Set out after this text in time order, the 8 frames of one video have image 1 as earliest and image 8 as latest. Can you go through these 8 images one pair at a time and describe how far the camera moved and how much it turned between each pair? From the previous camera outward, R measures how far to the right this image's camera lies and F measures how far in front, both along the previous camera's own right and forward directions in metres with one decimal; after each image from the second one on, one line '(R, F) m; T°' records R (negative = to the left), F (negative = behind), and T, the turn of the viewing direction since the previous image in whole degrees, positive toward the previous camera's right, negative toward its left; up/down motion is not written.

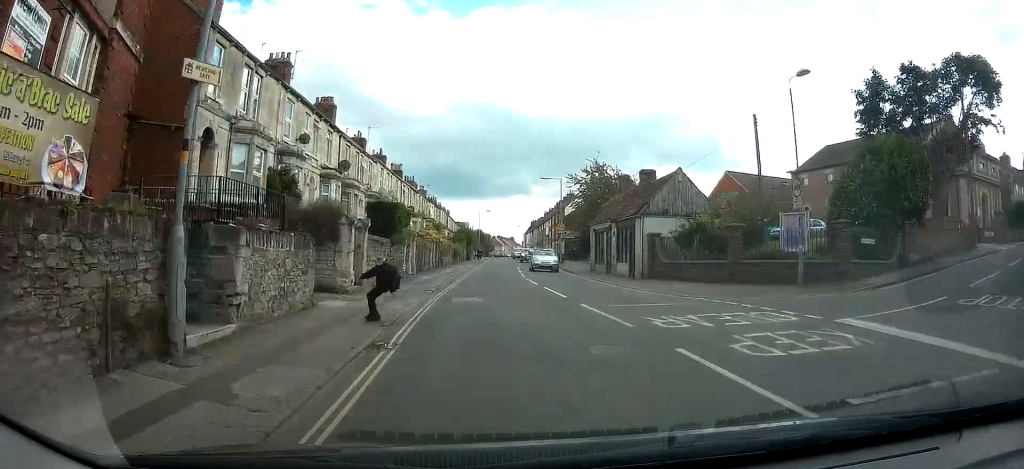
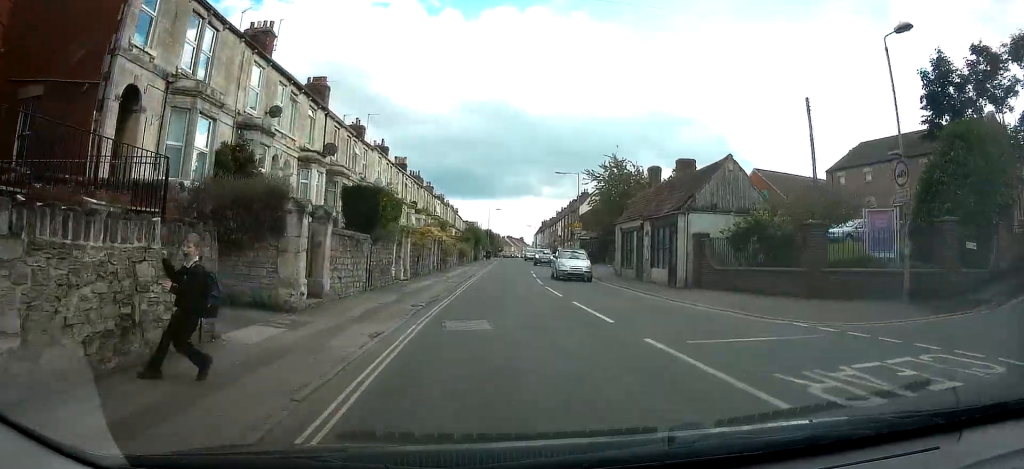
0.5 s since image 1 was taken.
(-0.1, +4.8) m; 0°
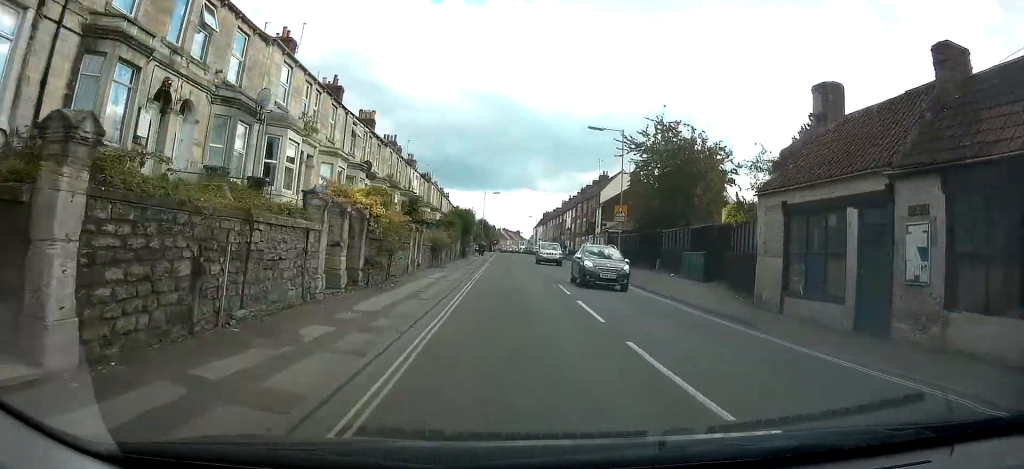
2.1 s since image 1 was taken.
(+0.6, +19.0) m; +2°
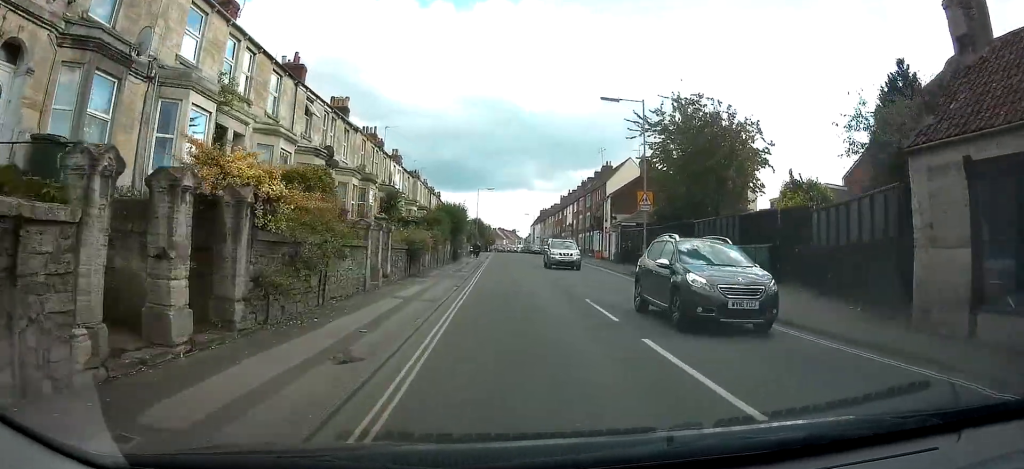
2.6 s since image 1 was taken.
(0.0, +6.6) m; 0°
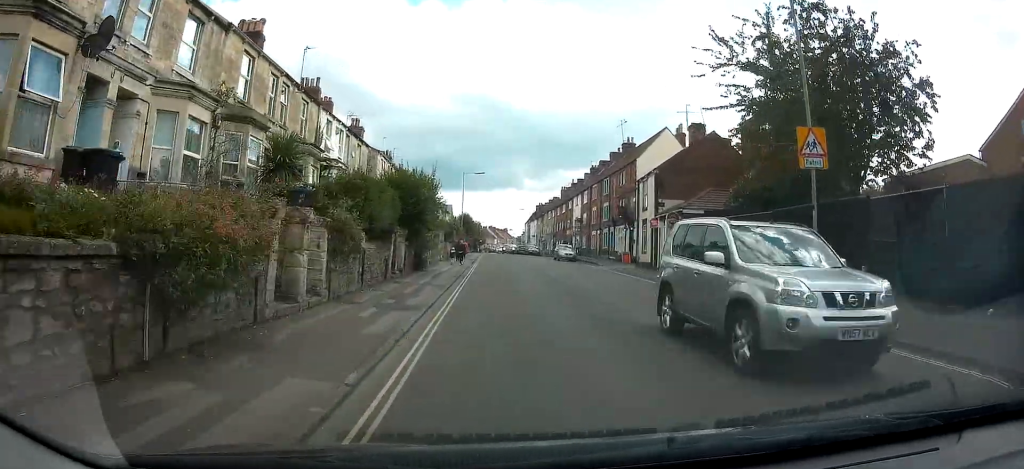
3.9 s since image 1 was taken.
(-0.1, +16.0) m; 0°
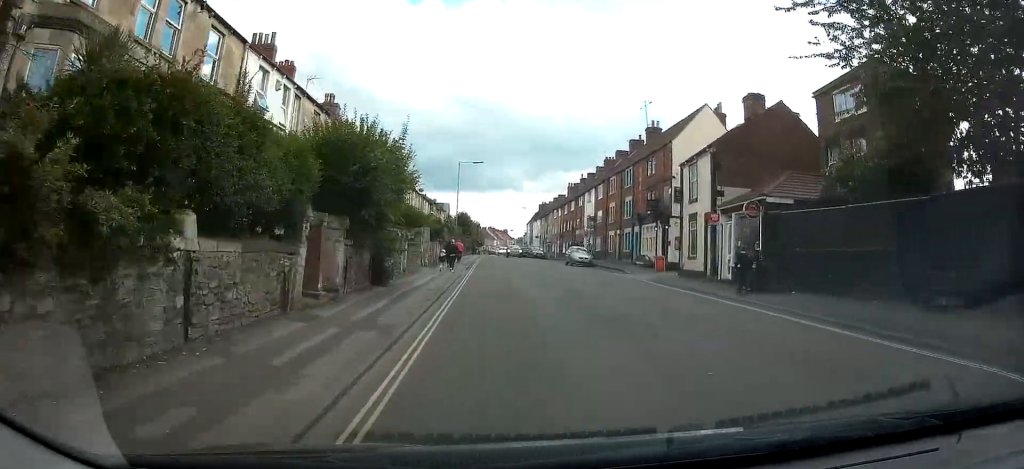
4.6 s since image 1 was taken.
(0.0, +8.9) m; 0°
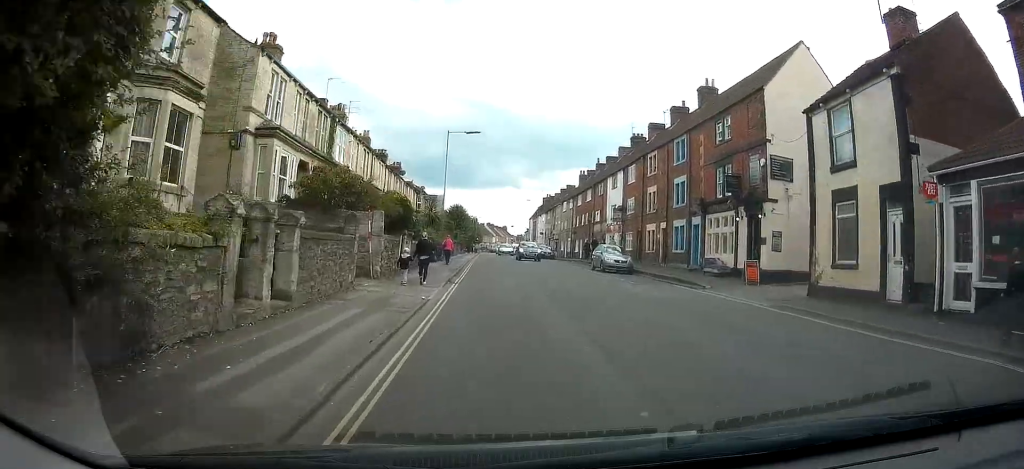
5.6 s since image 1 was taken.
(0.0, +12.6) m; -1°
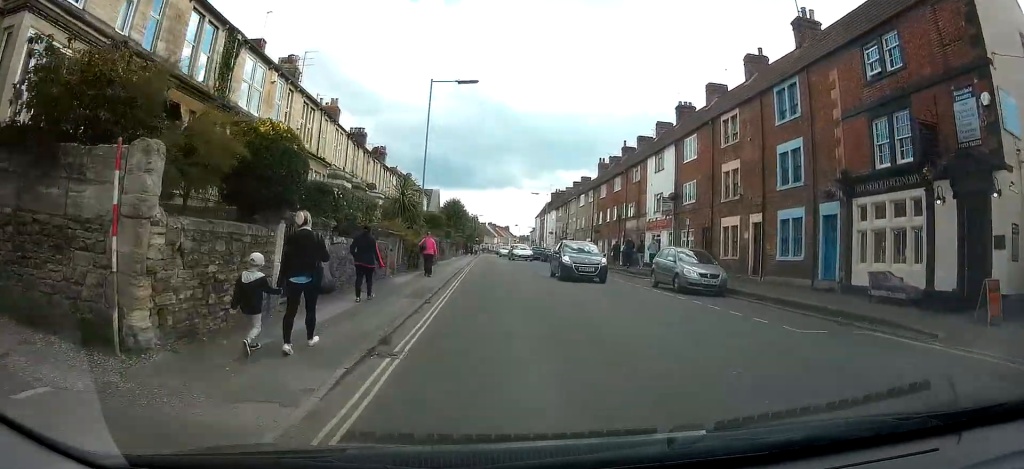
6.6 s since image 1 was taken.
(-0.3, +12.1) m; -1°
